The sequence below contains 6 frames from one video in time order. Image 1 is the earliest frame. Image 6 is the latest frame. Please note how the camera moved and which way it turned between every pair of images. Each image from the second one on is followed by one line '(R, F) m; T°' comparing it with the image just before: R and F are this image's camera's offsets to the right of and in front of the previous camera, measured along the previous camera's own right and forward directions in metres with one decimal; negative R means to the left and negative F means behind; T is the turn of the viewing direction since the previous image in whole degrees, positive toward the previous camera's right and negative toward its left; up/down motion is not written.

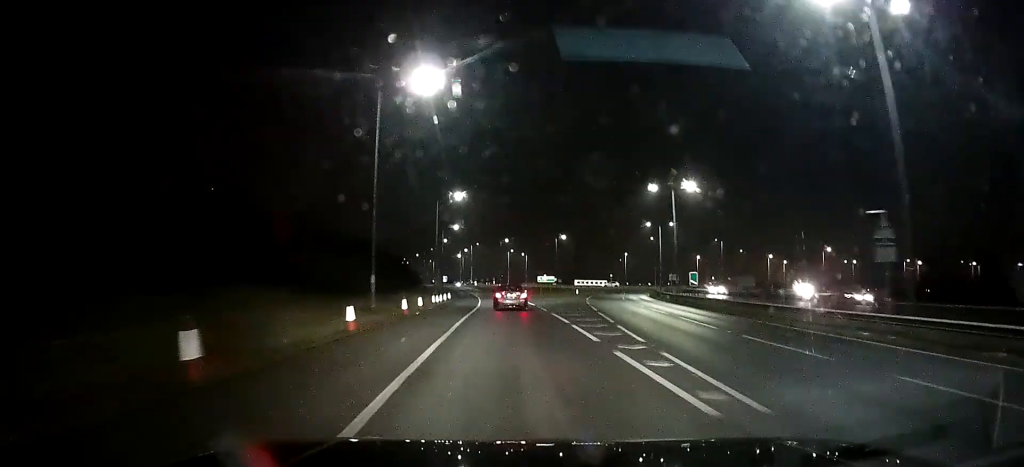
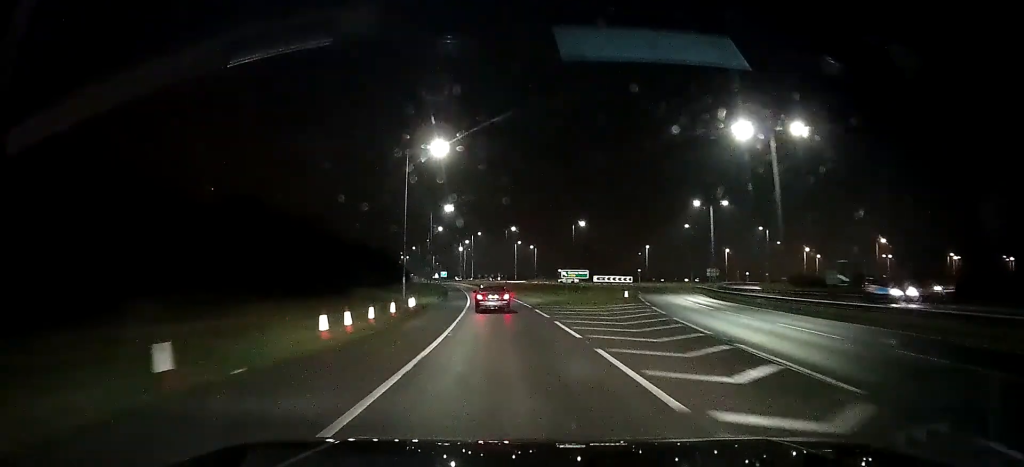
(-0.1, +22.3) m; -2°
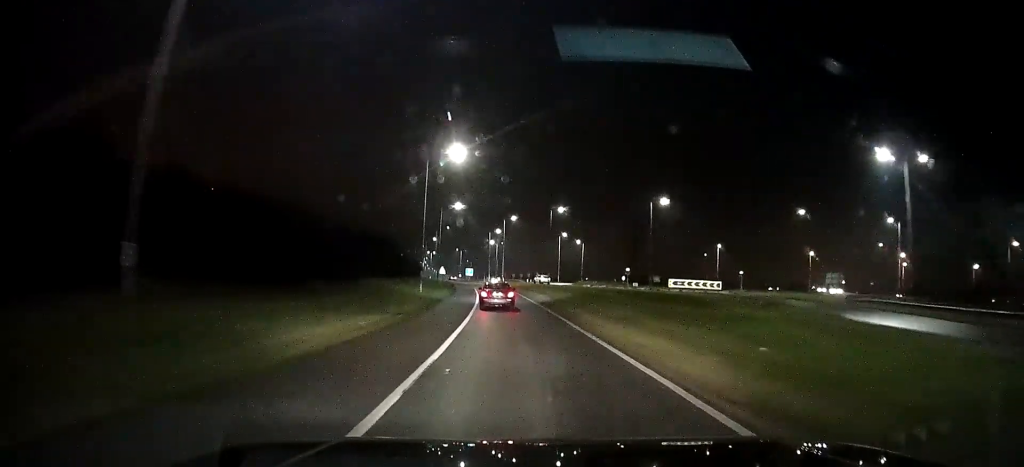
(-0.6, +35.1) m; -2°
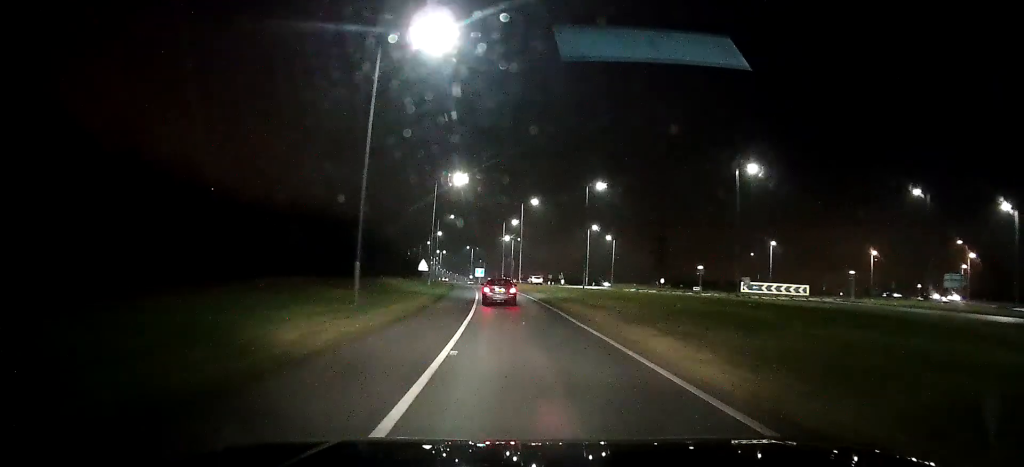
(-0.5, +24.3) m; -3°
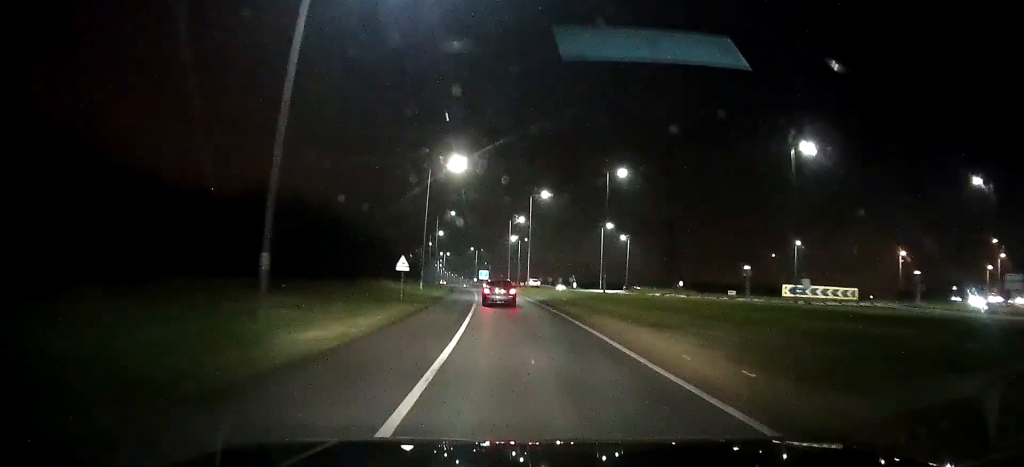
(-0.1, +9.9) m; -1°
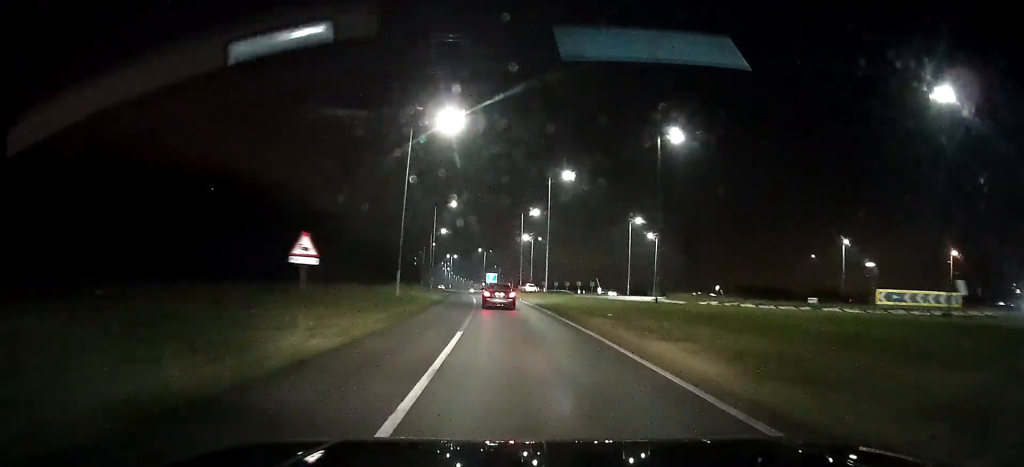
(-0.2, +16.2) m; -1°
